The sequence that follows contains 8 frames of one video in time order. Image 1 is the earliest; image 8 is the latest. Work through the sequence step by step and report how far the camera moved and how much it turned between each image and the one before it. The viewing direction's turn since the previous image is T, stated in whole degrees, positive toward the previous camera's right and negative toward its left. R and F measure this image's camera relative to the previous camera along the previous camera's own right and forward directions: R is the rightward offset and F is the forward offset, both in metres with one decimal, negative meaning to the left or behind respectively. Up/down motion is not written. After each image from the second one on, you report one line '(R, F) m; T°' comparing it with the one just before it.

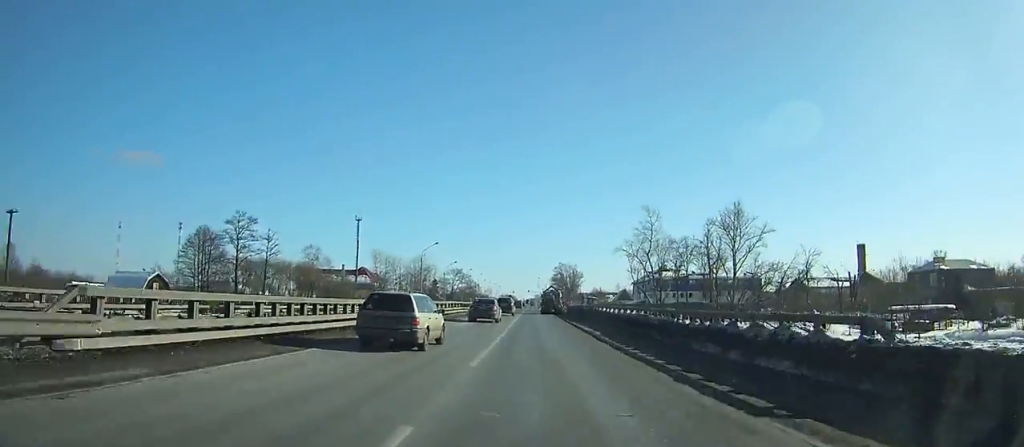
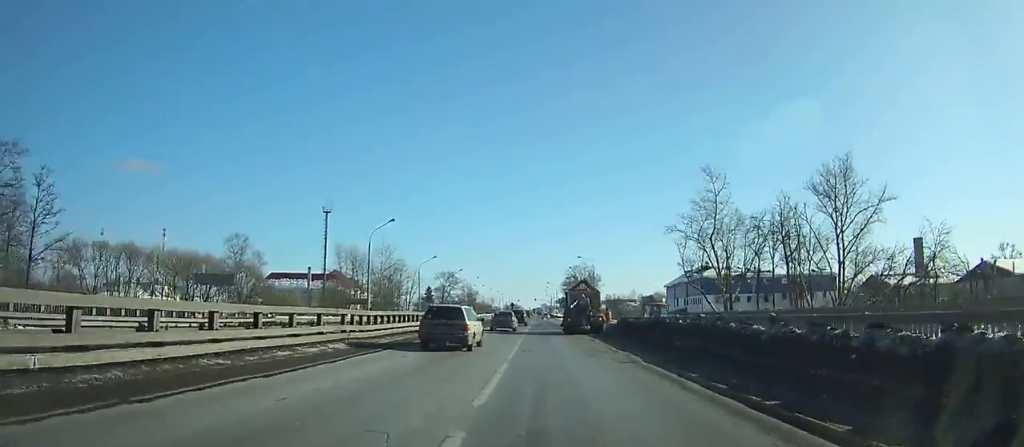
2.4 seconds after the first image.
(0.0, +39.6) m; 0°
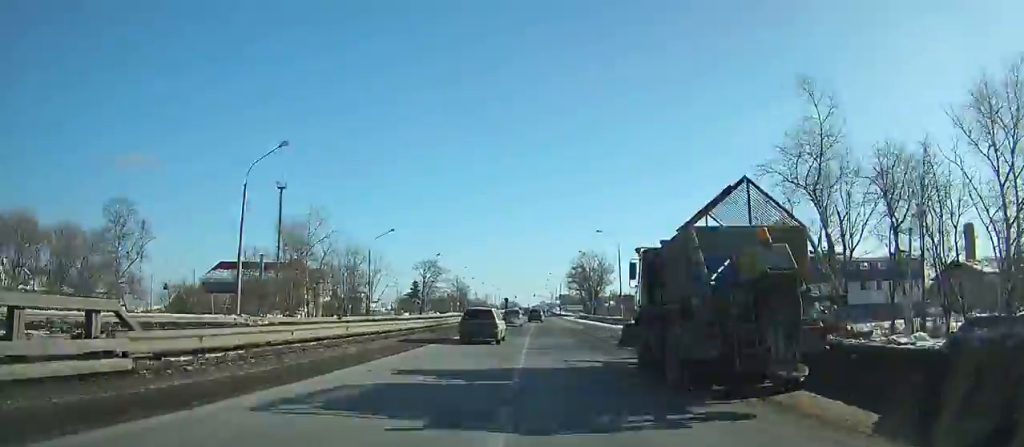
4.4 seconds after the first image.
(0.0, +31.5) m; 0°
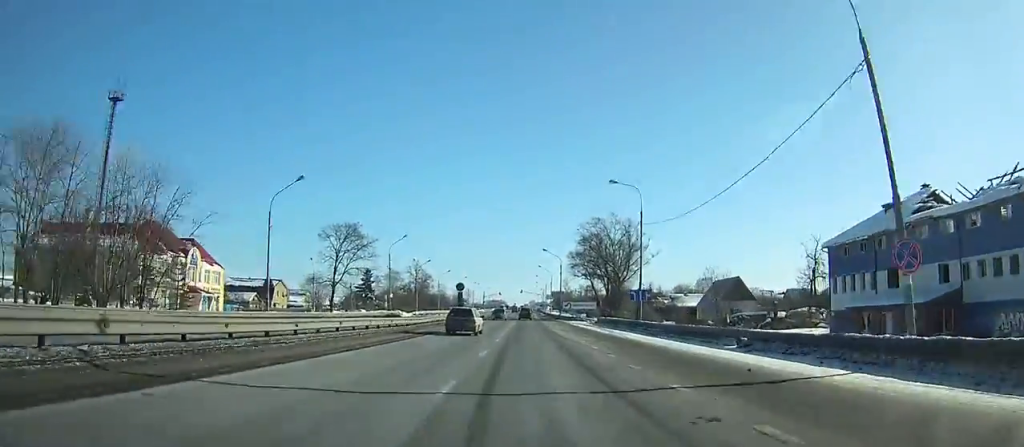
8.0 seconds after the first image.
(+0.4, +56.1) m; 0°
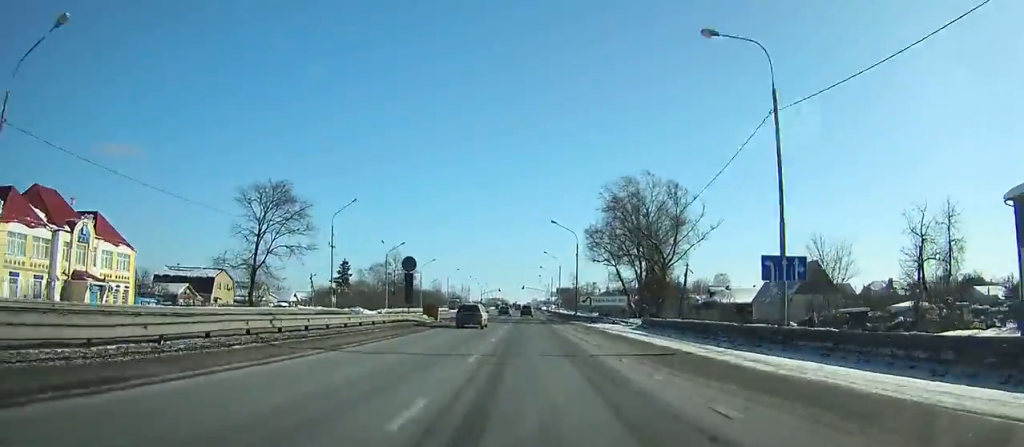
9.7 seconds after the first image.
(-0.1, +26.4) m; 0°
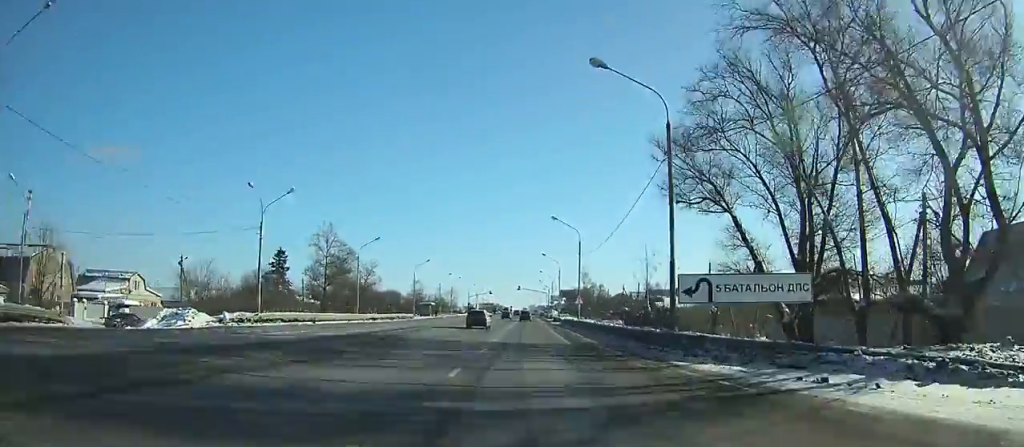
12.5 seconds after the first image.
(-0.2, +43.9) m; 0°
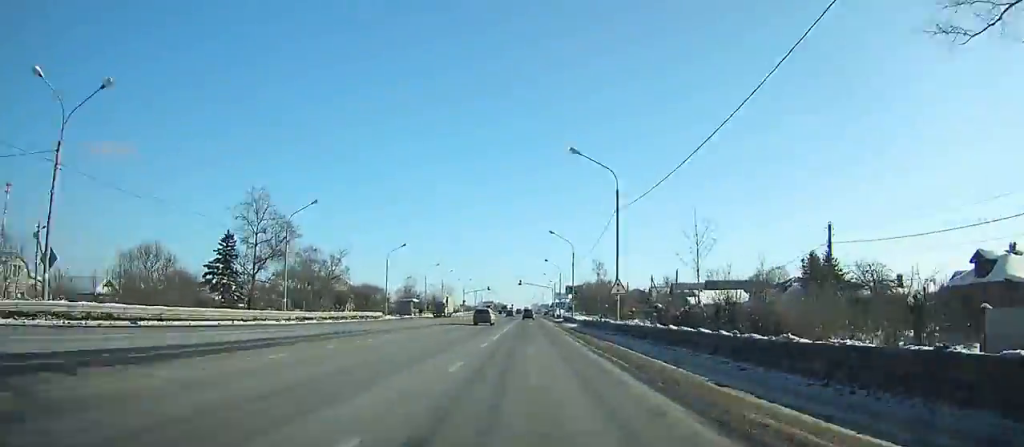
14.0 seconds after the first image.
(-0.1, +23.7) m; 0°
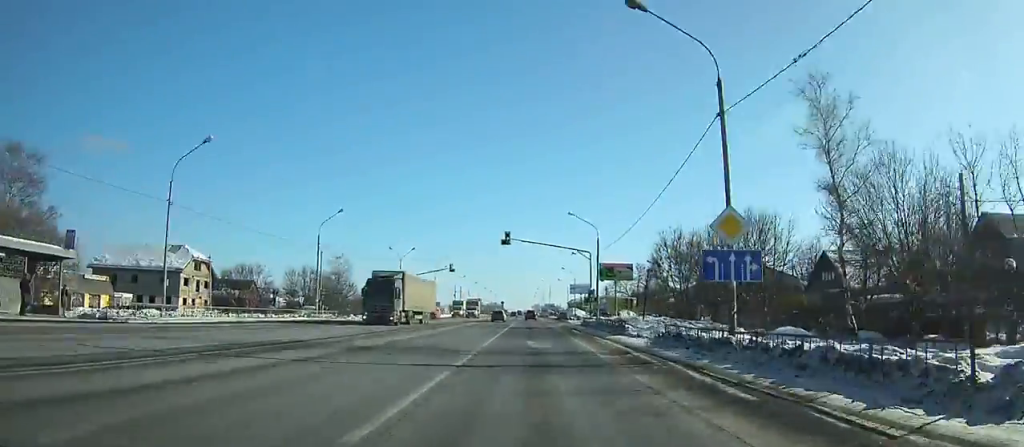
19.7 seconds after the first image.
(-0.1, +93.2) m; 0°
